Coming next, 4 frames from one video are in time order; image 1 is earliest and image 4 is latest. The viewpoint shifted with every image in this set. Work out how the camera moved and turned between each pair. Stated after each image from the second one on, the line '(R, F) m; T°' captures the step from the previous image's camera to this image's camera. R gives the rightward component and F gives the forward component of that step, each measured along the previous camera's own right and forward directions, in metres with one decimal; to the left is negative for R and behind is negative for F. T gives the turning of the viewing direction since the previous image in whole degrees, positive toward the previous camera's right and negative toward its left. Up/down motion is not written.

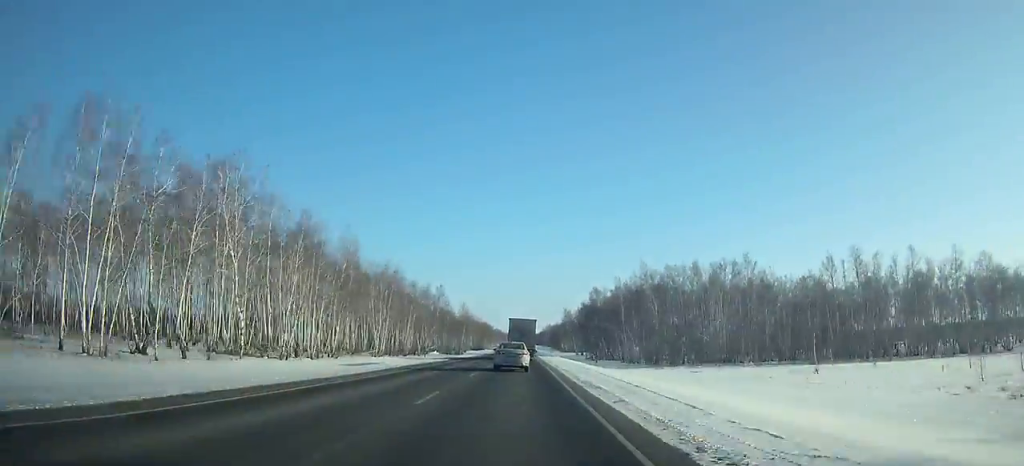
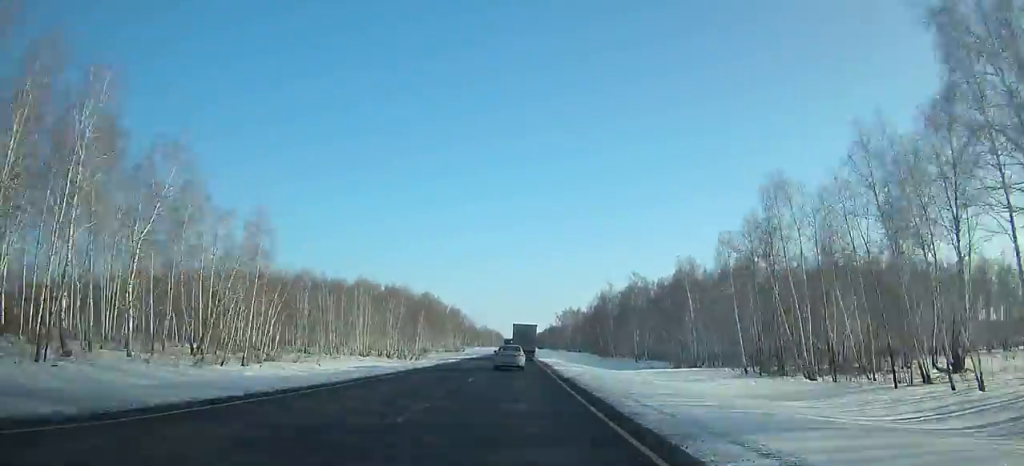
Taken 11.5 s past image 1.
(+0.6, +269.2) m; 0°
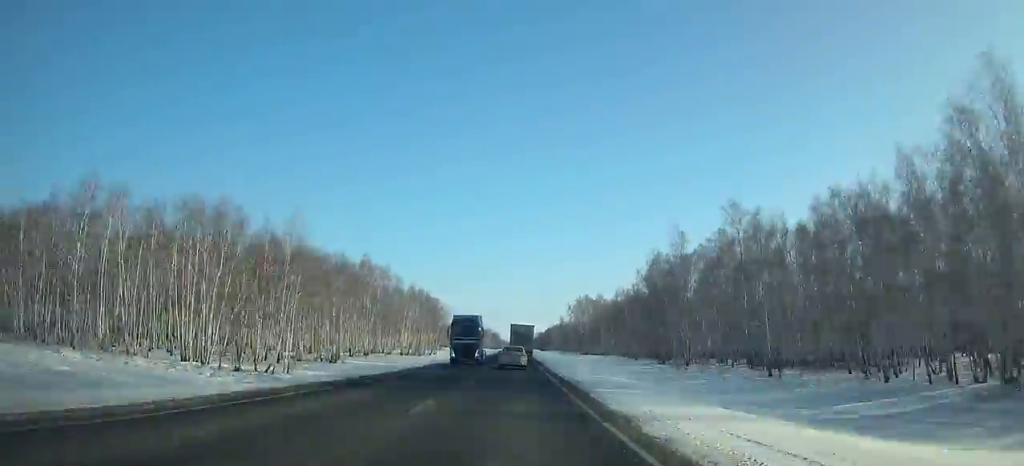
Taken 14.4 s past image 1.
(0.0, +70.2) m; 0°
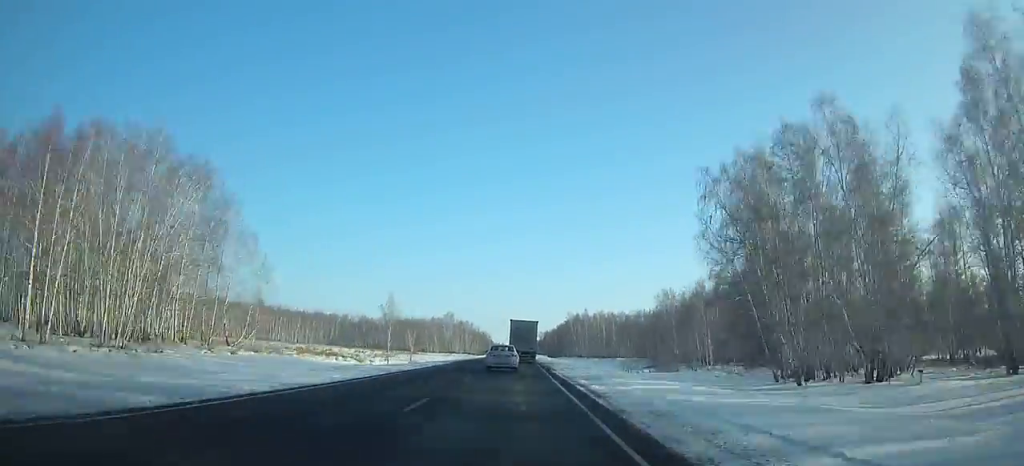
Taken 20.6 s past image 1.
(0.0, +152.0) m; 0°
